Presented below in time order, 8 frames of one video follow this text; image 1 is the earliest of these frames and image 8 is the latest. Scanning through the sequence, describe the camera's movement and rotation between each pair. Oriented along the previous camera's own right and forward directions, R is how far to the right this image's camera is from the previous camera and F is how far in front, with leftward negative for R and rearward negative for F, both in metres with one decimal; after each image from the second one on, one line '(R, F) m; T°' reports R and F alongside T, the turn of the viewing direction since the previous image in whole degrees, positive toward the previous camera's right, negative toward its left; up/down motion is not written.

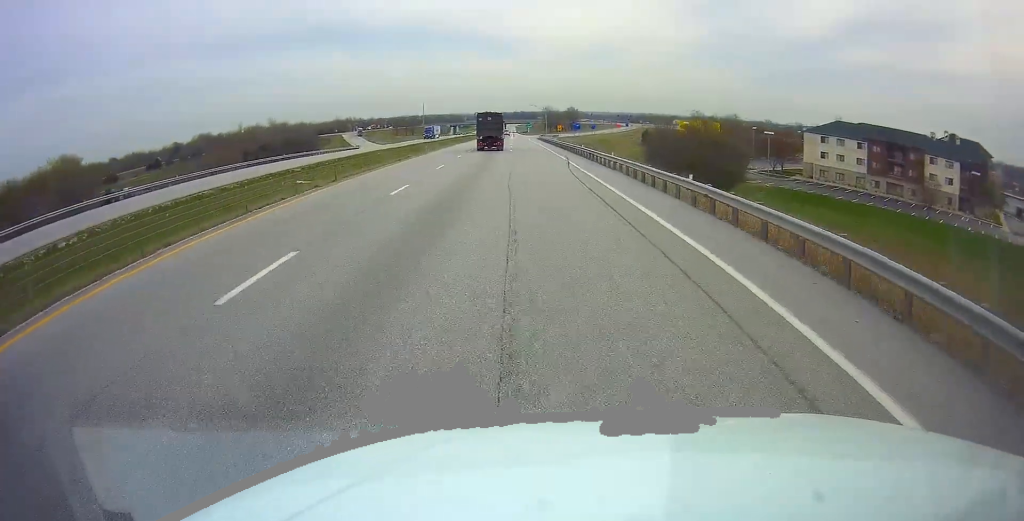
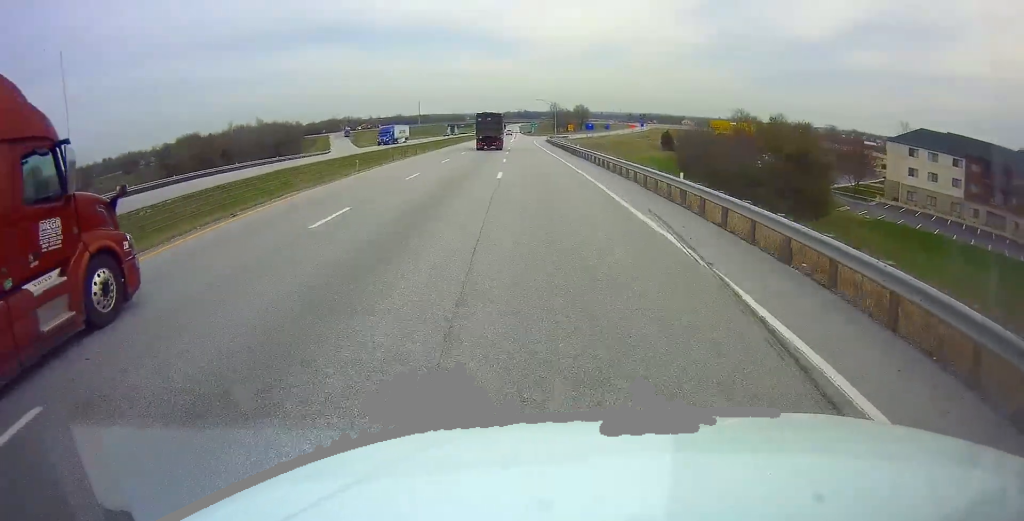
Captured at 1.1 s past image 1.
(+0.2, +30.5) m; 0°
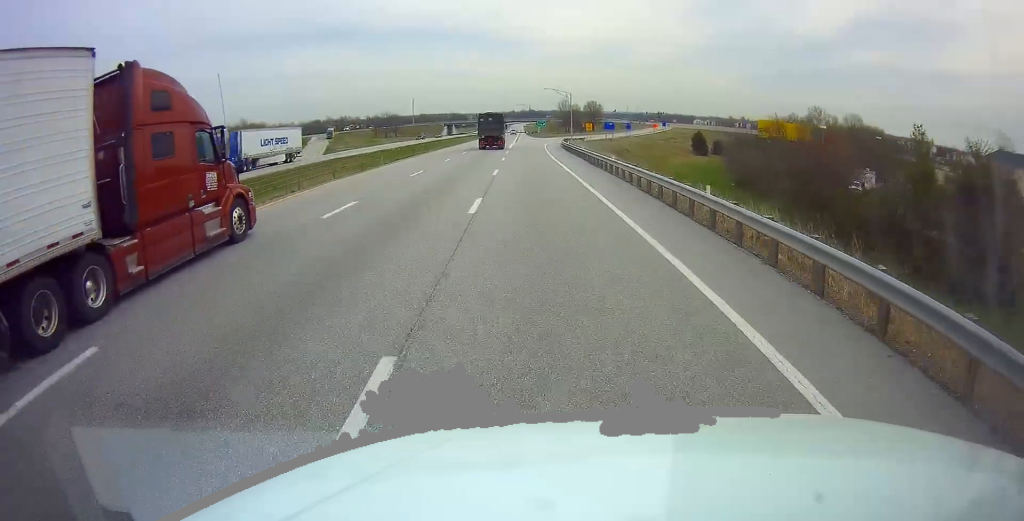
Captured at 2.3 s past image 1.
(-0.3, +34.7) m; 0°
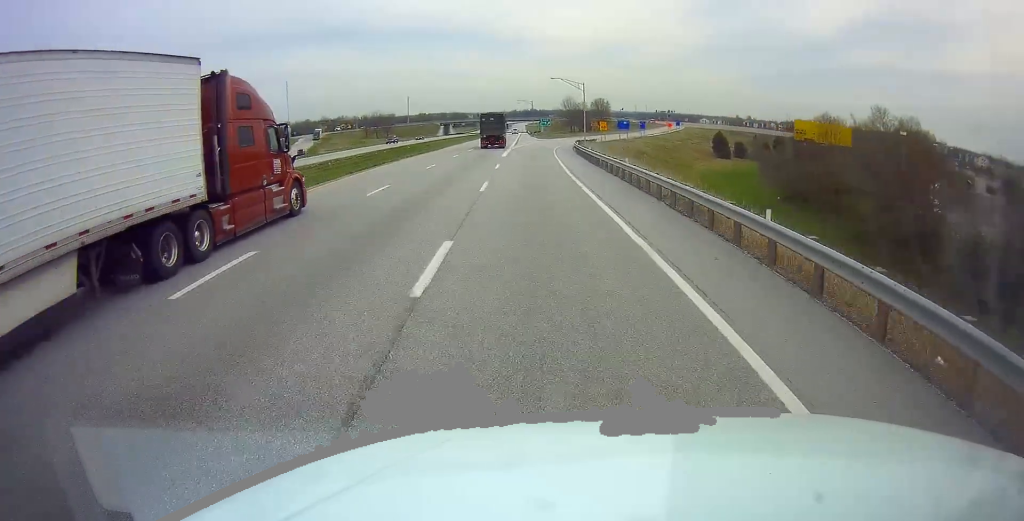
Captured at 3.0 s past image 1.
(+0.1, +19.3) m; 0°
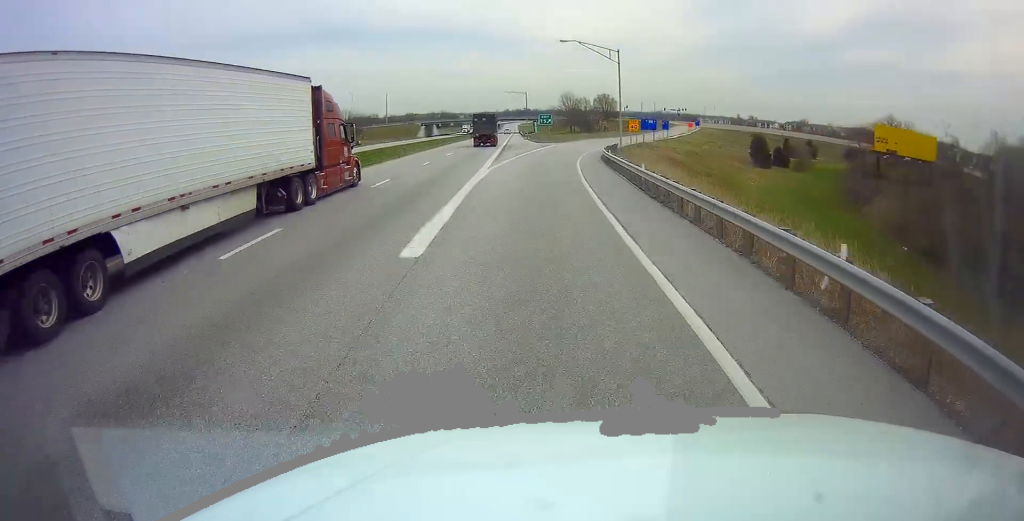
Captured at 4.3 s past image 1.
(0.0, +33.8) m; 0°
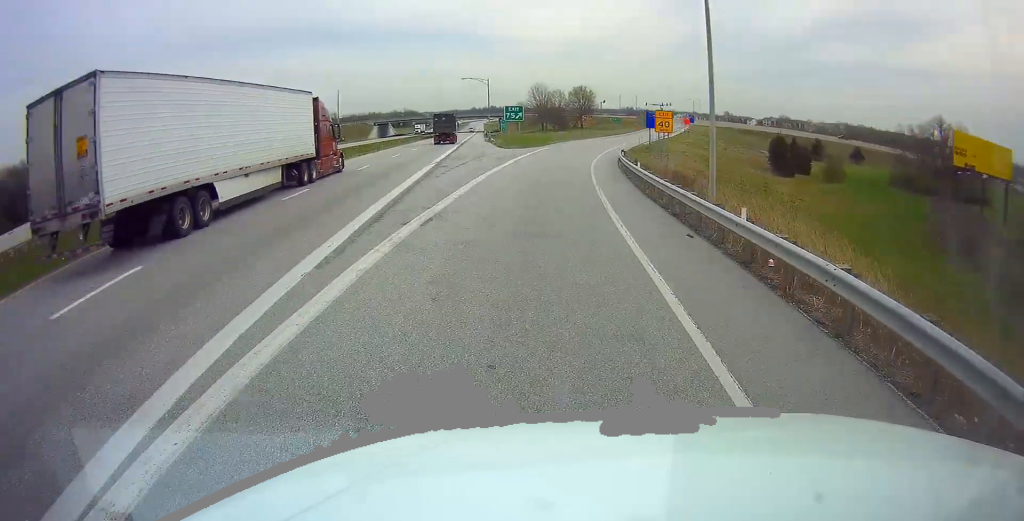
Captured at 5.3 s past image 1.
(+0.1, +27.5) m; +2°
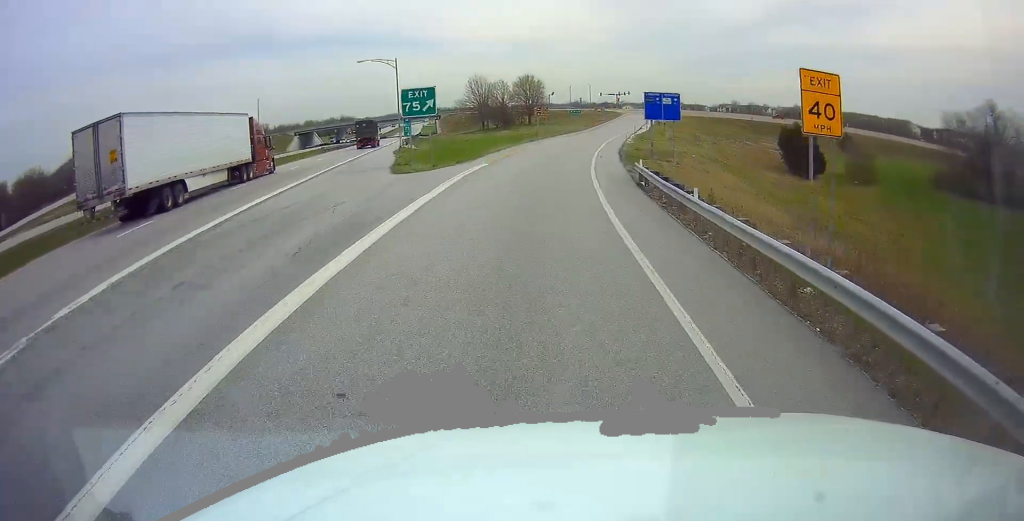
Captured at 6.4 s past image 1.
(+1.2, +27.4) m; +6°
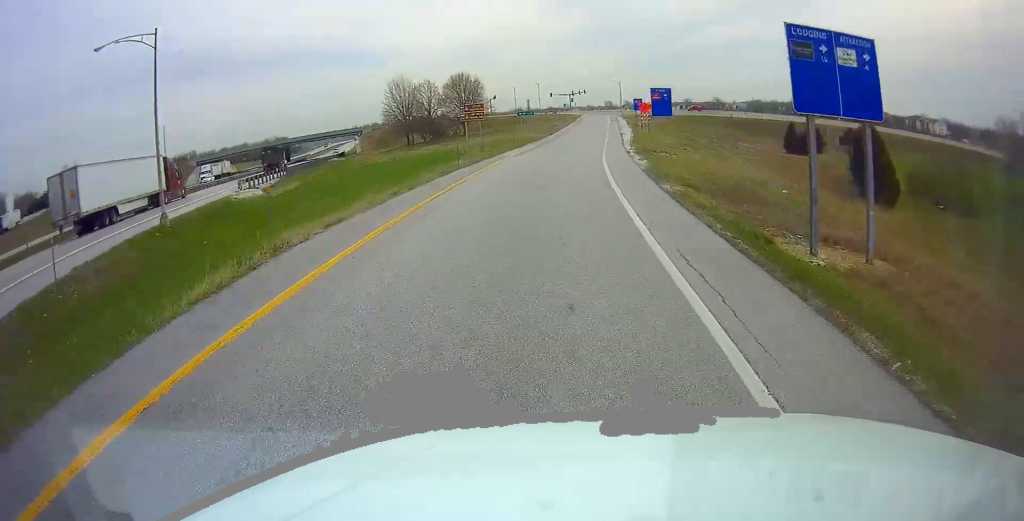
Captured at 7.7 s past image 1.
(+1.7, +31.5) m; +6°
